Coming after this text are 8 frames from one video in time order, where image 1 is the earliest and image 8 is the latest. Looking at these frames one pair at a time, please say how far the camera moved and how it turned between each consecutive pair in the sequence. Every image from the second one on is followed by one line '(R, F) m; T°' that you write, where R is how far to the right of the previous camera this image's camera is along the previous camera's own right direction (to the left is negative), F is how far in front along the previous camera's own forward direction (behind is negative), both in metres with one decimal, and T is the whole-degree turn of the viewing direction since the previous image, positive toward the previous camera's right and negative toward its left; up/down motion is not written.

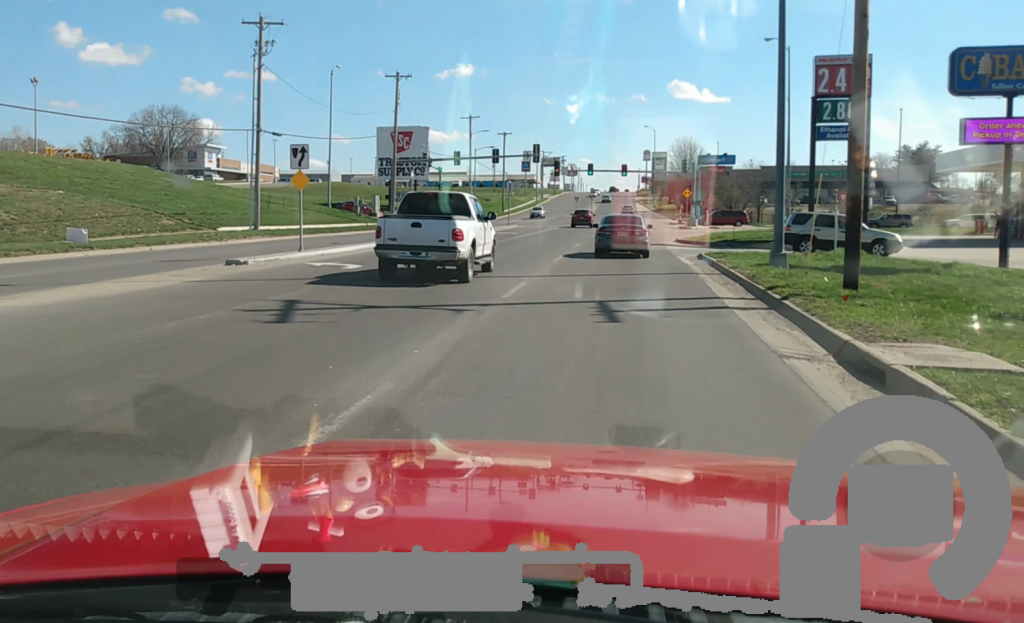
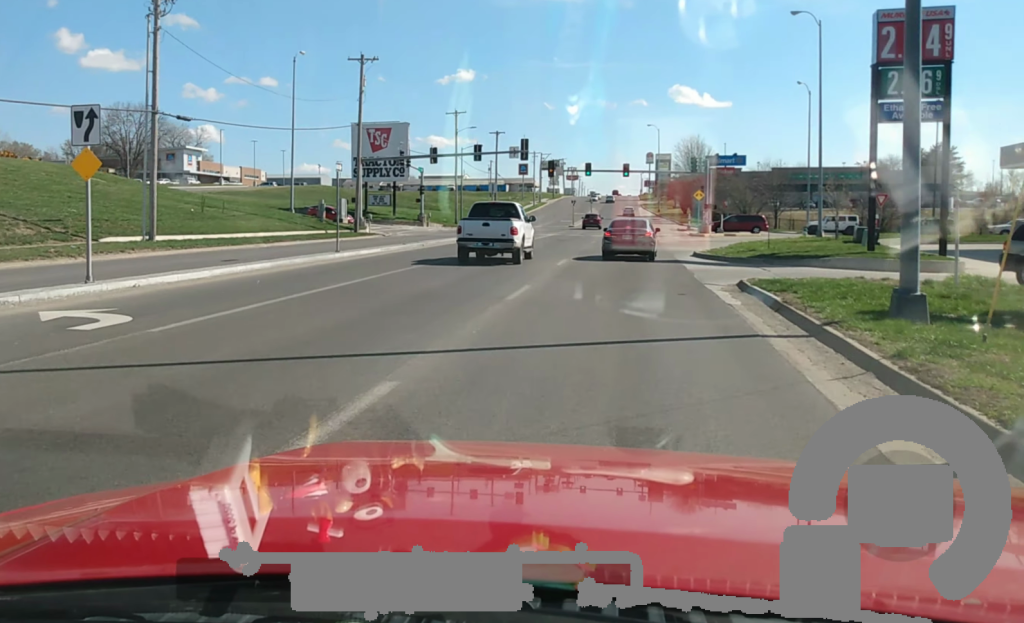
(-0.2, +11.7) m; 0°
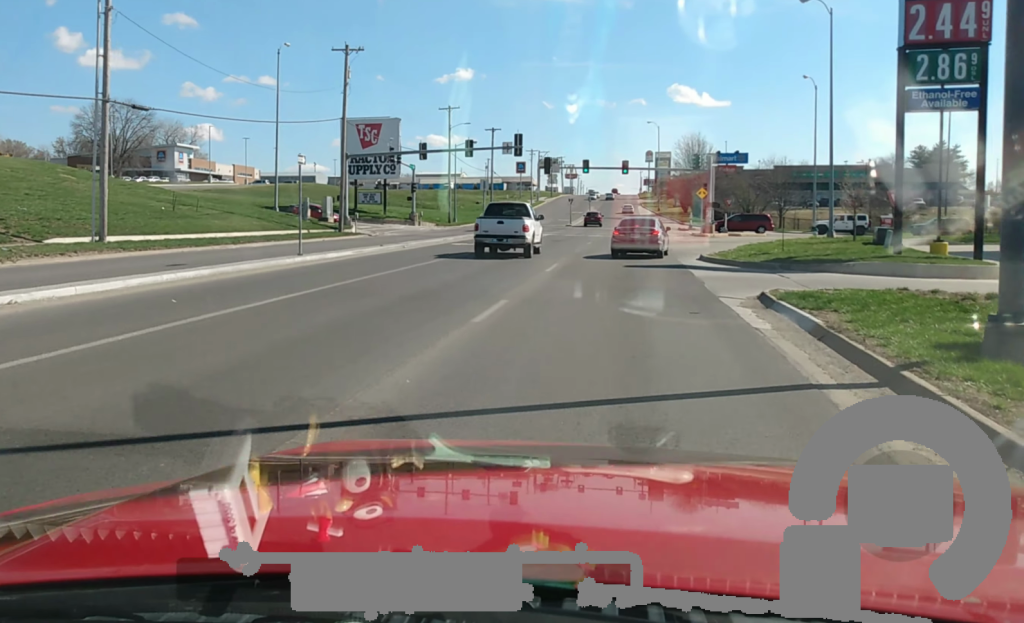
(+0.1, +3.6) m; -1°
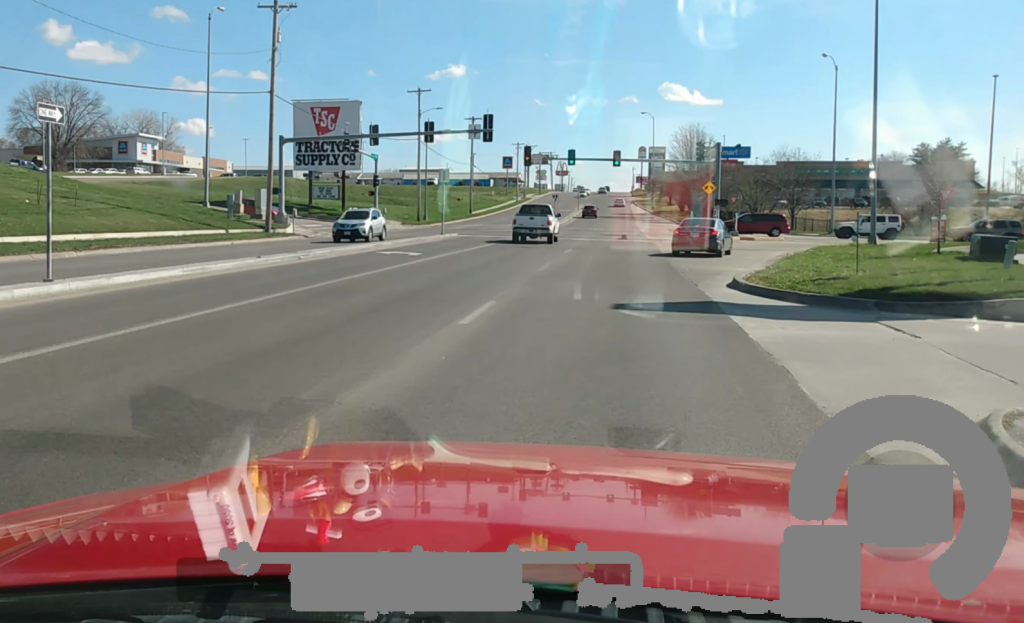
(-0.5, +11.4) m; +1°
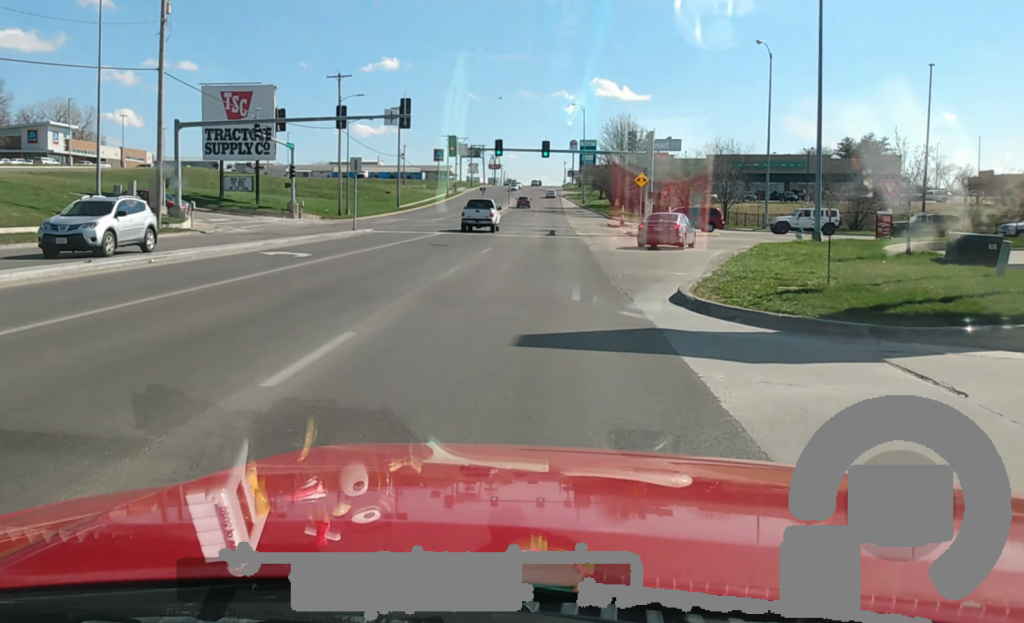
(+0.6, +4.5) m; +15°
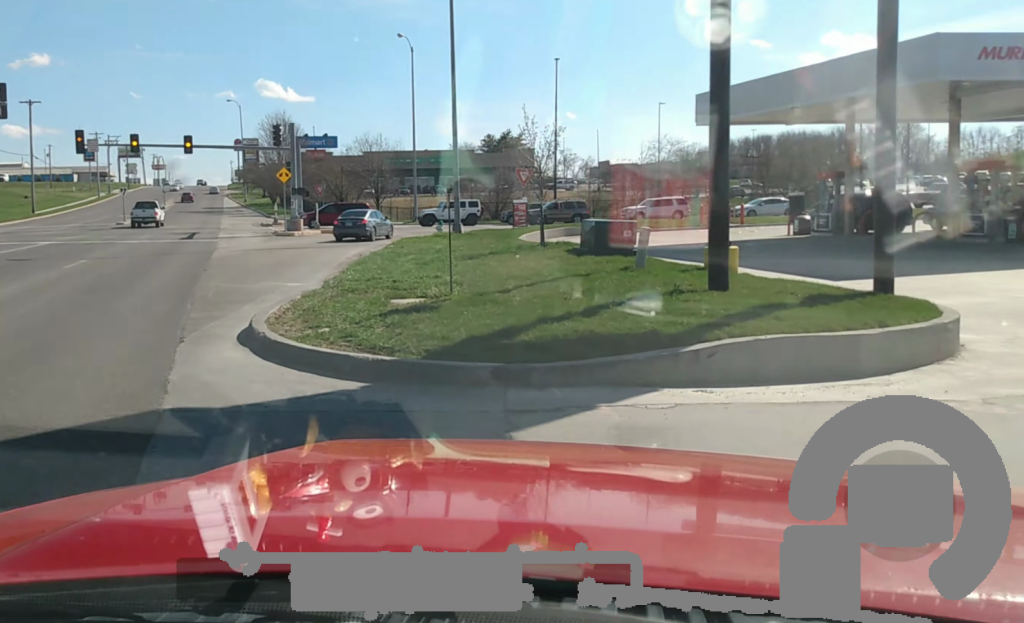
(+1.3, +5.9) m; +20°
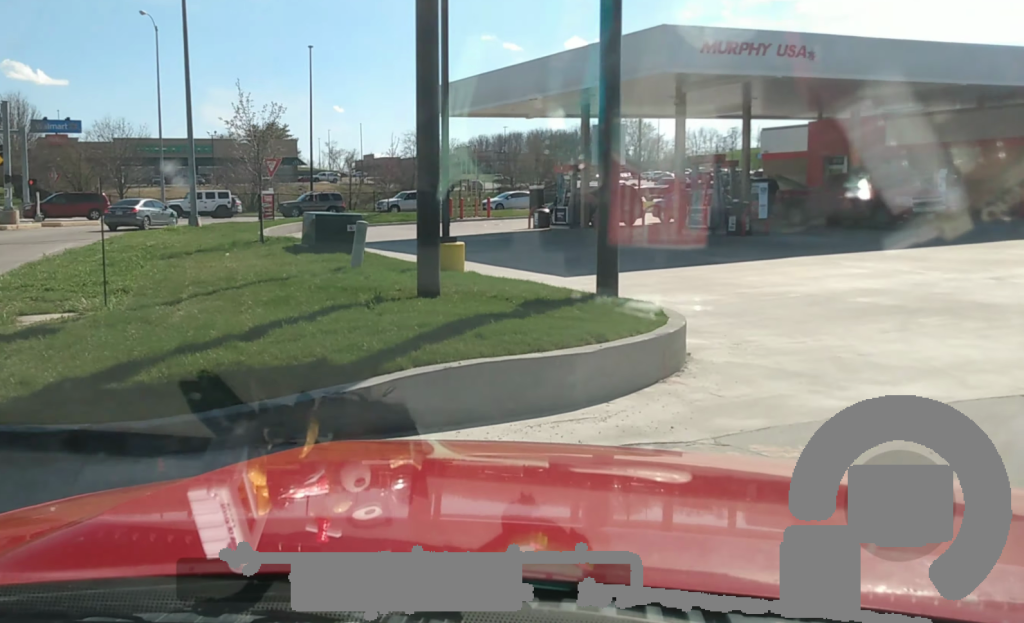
(+0.1, +3.1) m; +9°
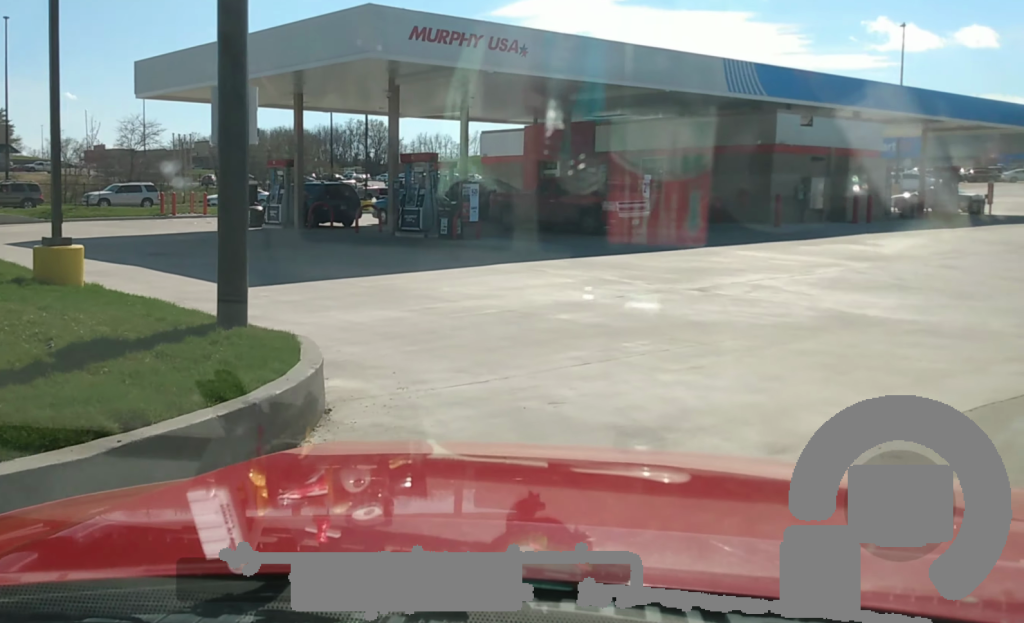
(+0.5, +4.2) m; +12°
